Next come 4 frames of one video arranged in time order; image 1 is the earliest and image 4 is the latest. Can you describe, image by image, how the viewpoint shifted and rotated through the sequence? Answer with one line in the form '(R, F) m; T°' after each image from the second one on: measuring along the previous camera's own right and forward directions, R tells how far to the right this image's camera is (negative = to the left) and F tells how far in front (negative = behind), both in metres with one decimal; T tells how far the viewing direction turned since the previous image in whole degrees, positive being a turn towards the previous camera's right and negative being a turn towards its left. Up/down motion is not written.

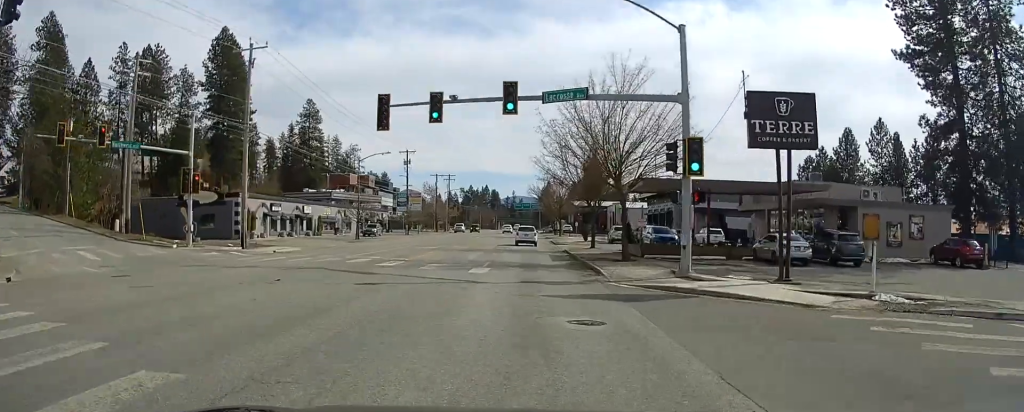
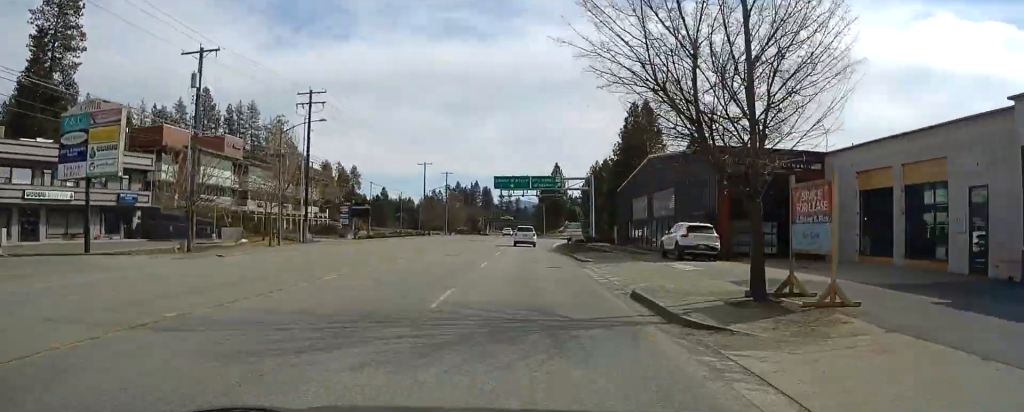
(+0.2, +100.8) m; +1°
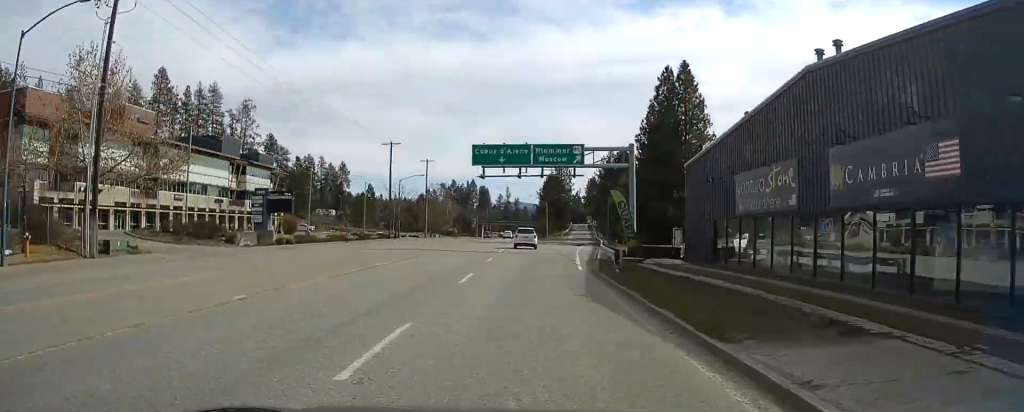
(+0.3, +30.6) m; 0°
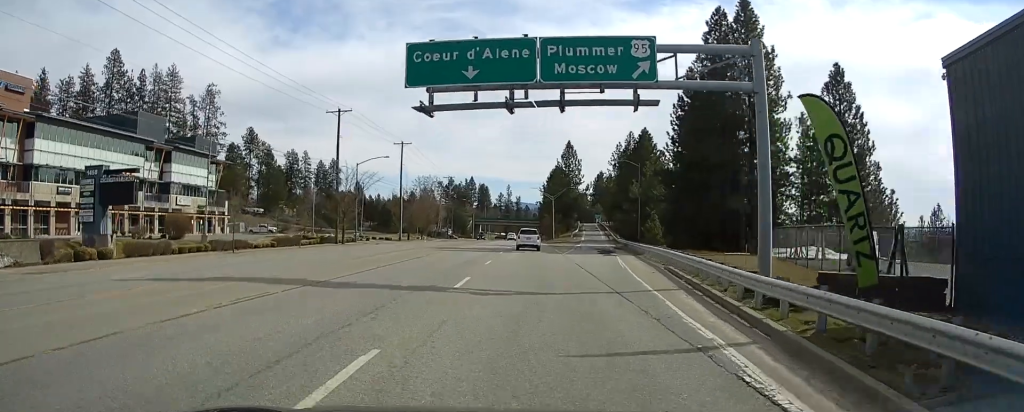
(-0.1, +27.0) m; -1°
